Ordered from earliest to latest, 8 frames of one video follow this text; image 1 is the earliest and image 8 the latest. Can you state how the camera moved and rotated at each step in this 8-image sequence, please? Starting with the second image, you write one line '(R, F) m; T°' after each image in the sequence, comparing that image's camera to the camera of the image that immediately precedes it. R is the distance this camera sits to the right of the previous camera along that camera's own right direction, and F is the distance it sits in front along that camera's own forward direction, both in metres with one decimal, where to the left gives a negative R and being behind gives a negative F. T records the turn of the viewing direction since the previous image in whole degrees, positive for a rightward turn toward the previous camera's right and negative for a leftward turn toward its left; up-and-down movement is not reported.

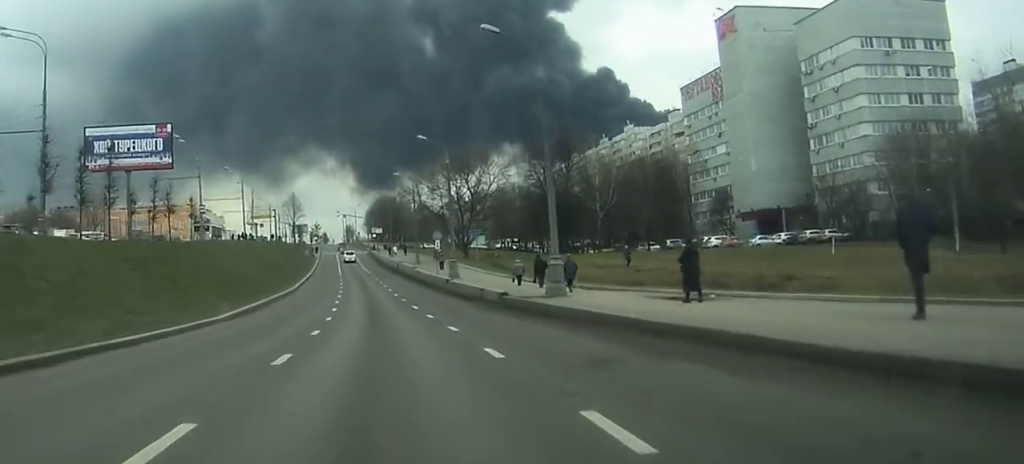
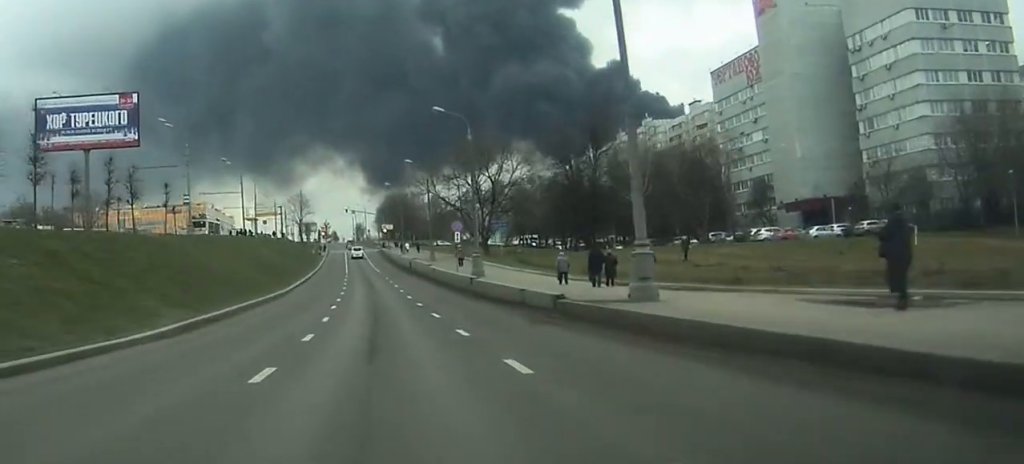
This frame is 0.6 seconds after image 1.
(+0.2, +11.2) m; -5°
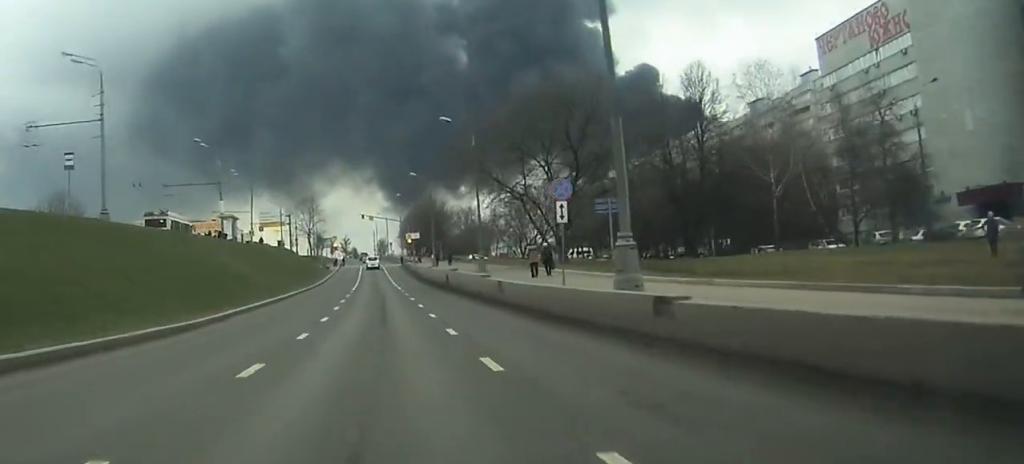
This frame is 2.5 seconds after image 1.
(-2.3, +35.9) m; -2°
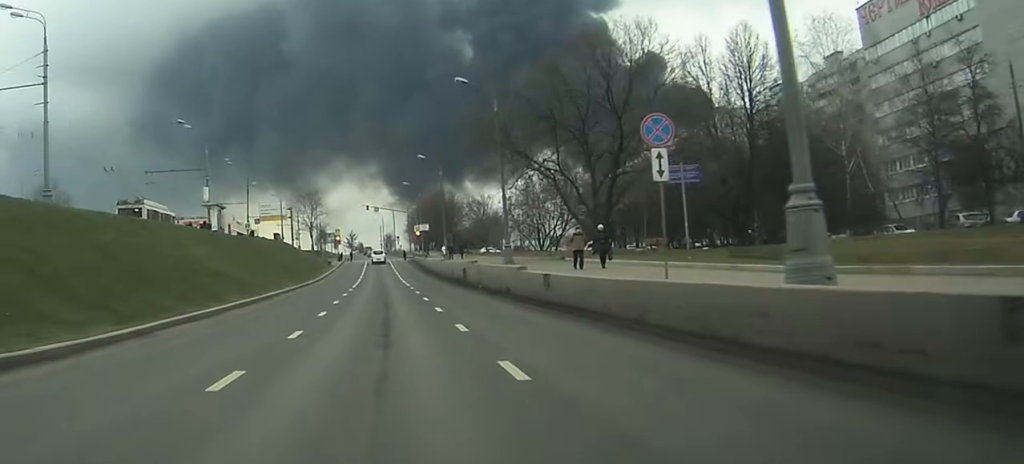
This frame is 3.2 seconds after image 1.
(0.0, +11.0) m; 0°
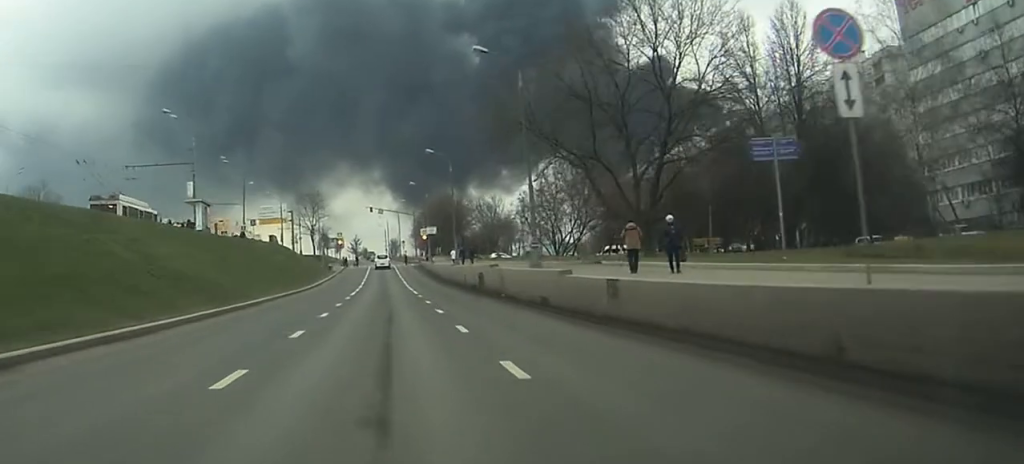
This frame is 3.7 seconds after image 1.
(0.0, +8.6) m; 0°
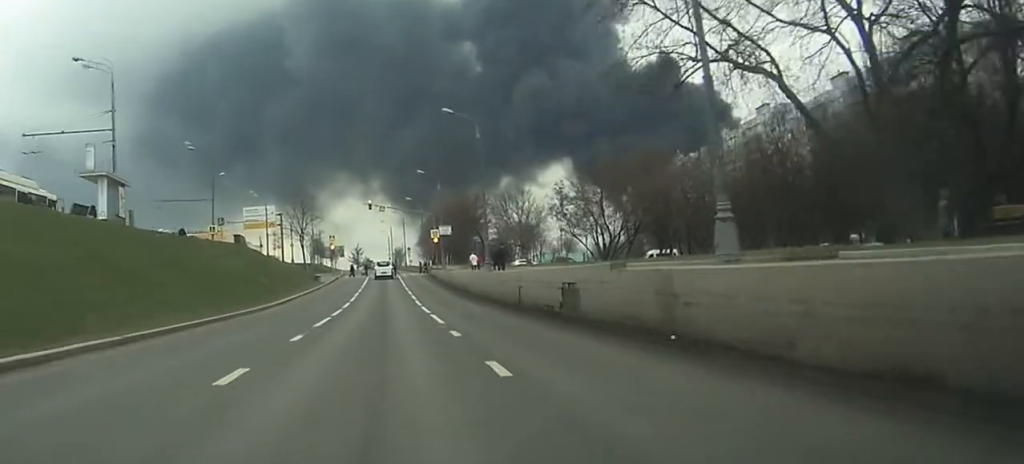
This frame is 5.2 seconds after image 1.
(0.0, +24.4) m; 0°
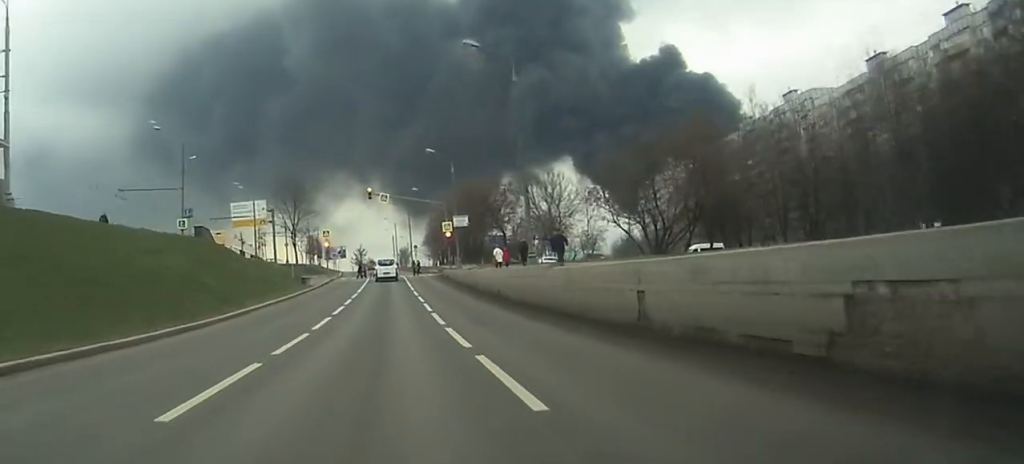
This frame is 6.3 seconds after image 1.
(0.0, +17.0) m; 0°
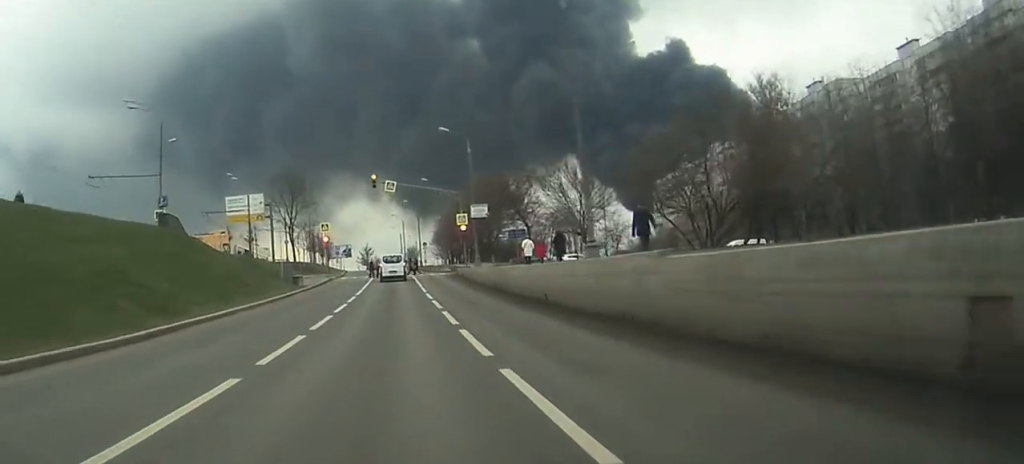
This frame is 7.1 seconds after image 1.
(0.0, +11.0) m; -1°
